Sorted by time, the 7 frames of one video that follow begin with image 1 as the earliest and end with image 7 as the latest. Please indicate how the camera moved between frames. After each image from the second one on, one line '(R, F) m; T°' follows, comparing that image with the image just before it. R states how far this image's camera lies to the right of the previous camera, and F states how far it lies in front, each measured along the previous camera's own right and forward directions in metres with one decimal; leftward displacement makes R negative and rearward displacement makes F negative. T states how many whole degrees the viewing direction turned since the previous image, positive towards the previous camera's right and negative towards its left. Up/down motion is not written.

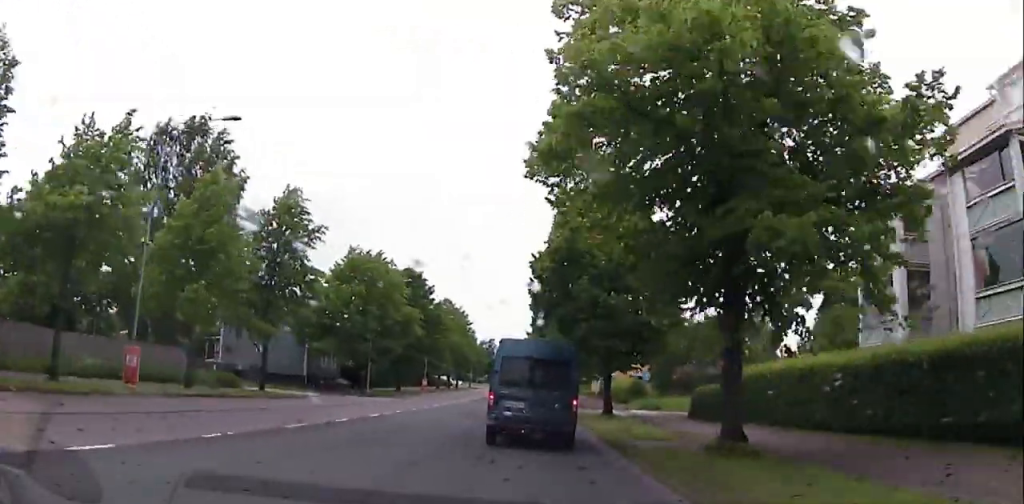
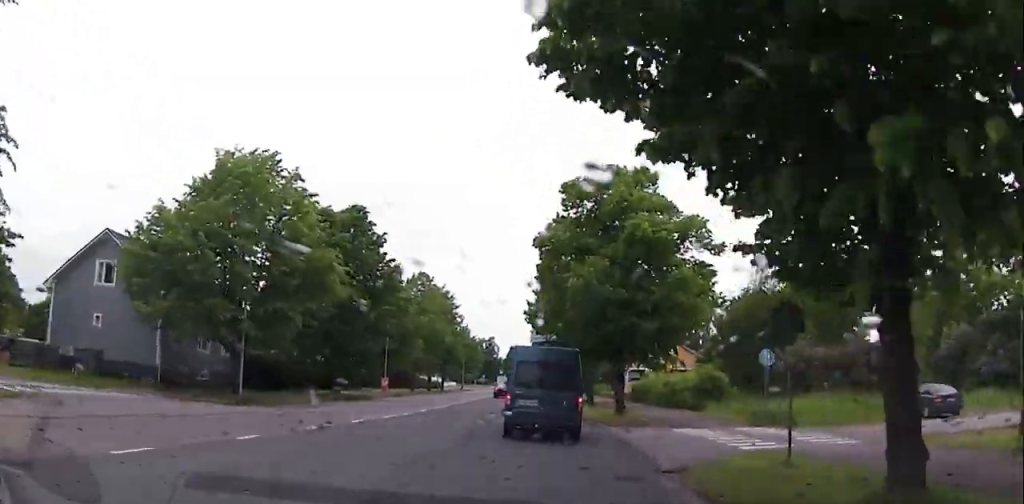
(+0.2, +26.4) m; +2°
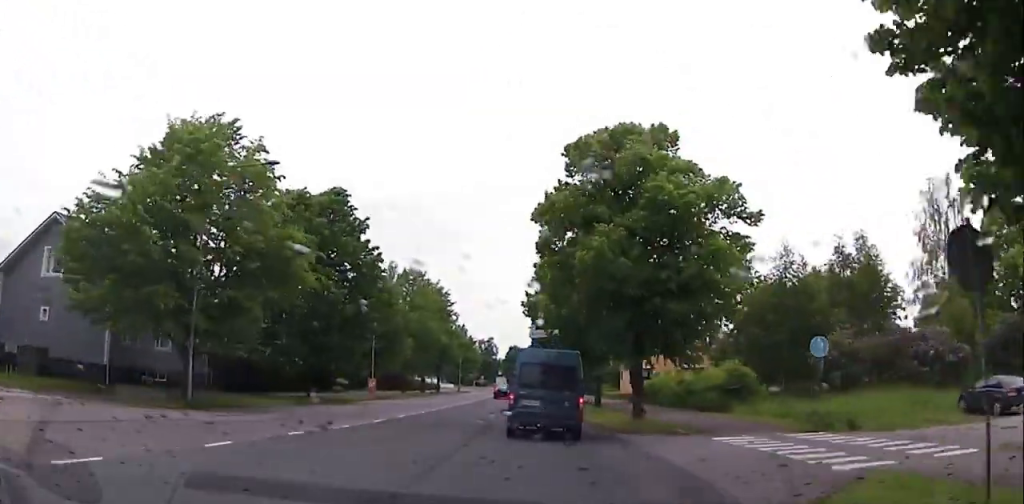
(+0.1, +5.0) m; 0°
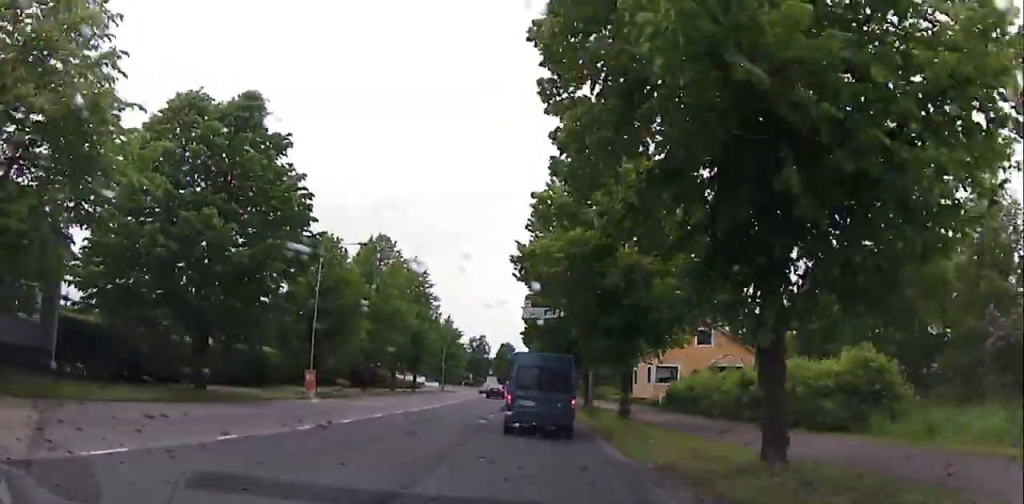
(-0.4, +14.6) m; -2°
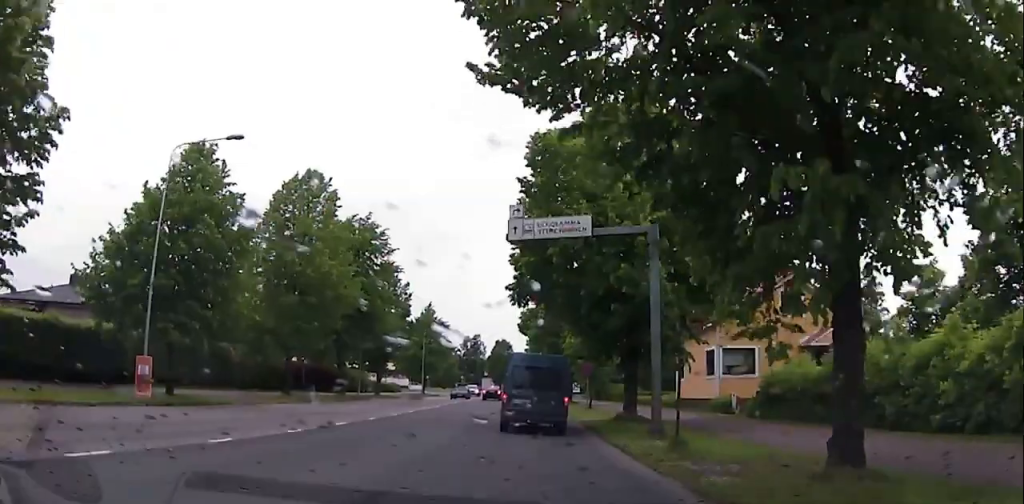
(+0.3, +19.3) m; +2°
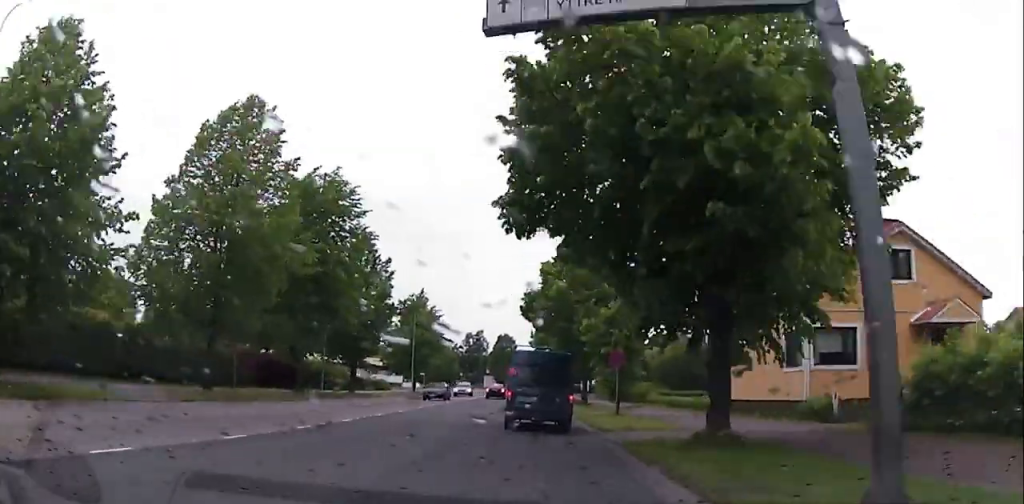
(0.0, +11.0) m; 0°
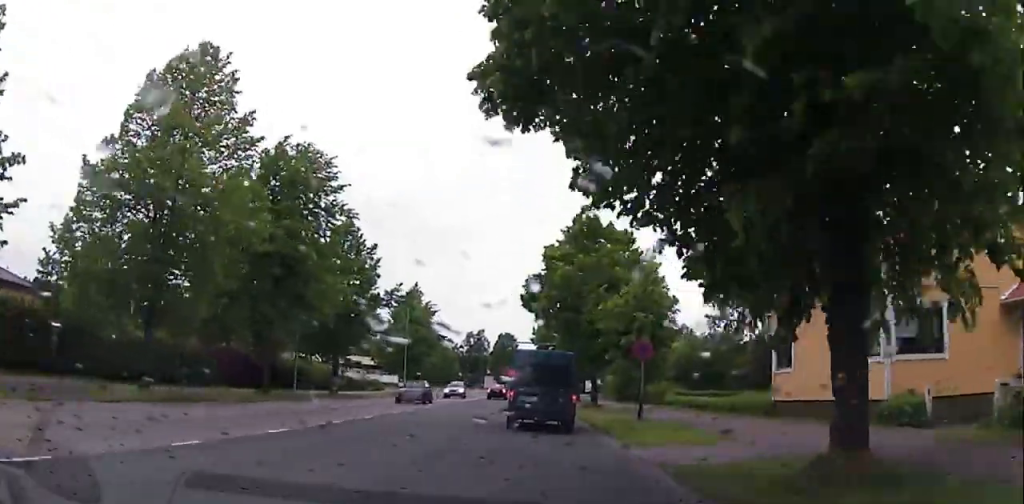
(0.0, +5.7) m; -1°
